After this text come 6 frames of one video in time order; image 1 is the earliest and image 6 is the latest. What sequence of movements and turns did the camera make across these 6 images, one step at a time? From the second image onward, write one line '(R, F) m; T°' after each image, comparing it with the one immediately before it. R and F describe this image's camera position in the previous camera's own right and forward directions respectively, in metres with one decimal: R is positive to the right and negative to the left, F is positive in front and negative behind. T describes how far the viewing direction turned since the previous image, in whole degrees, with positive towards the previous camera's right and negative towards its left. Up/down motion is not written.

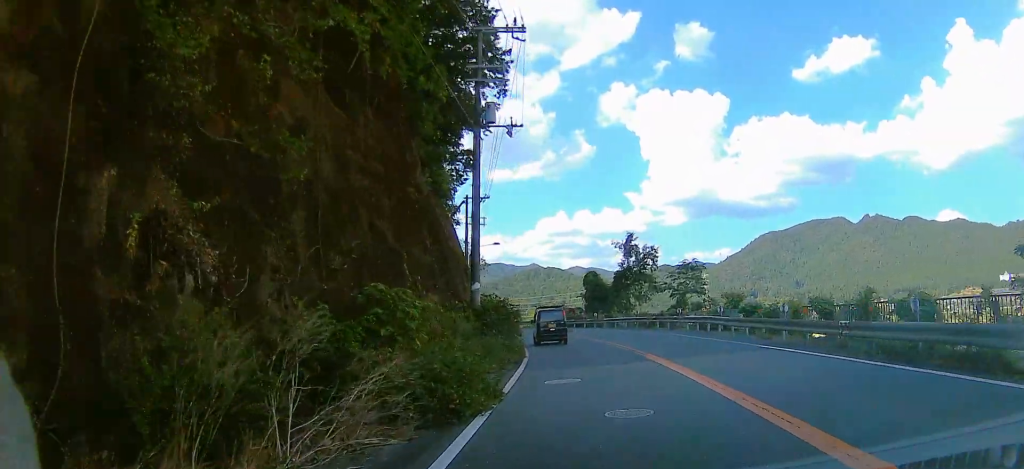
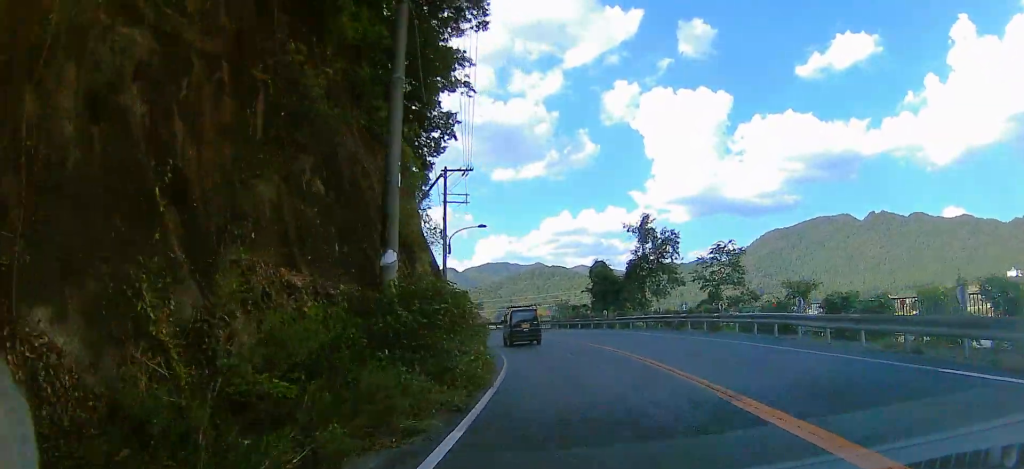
(-1.8, +9.6) m; 0°
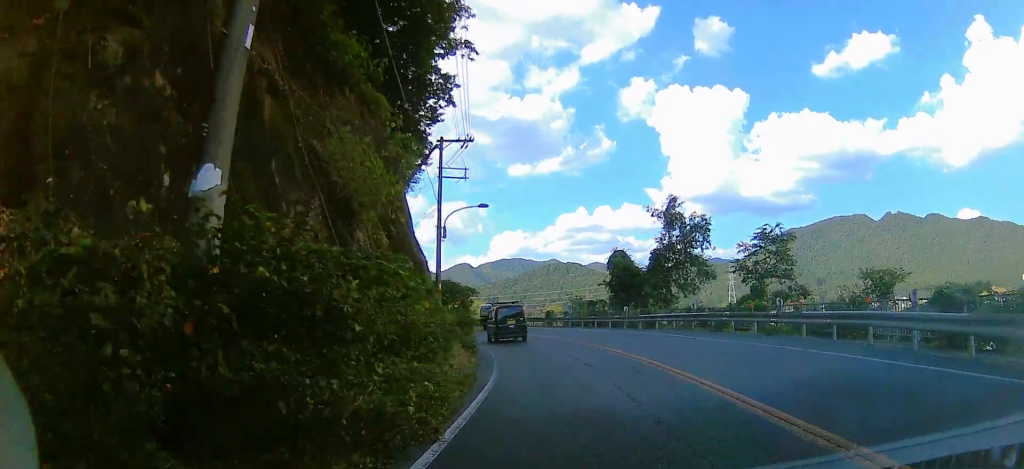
(-0.1, +5.9) m; +1°
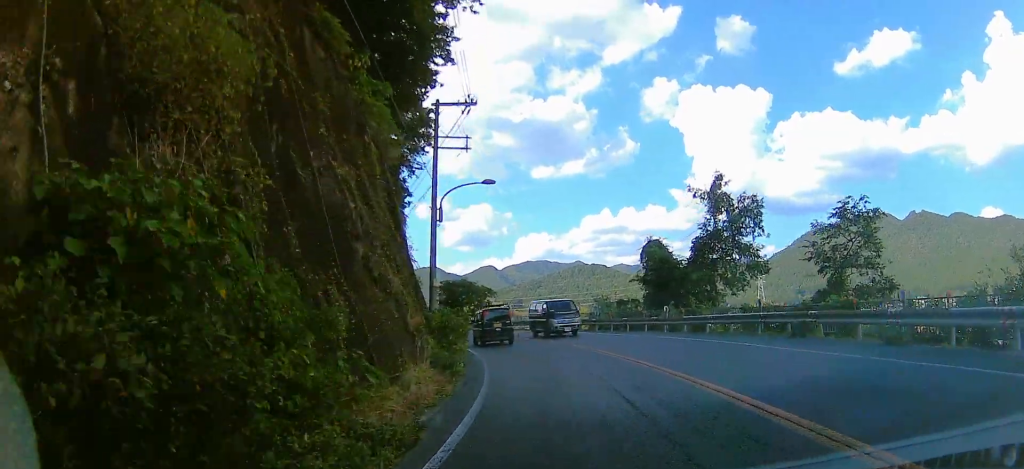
(+1.1, +6.8) m; +3°
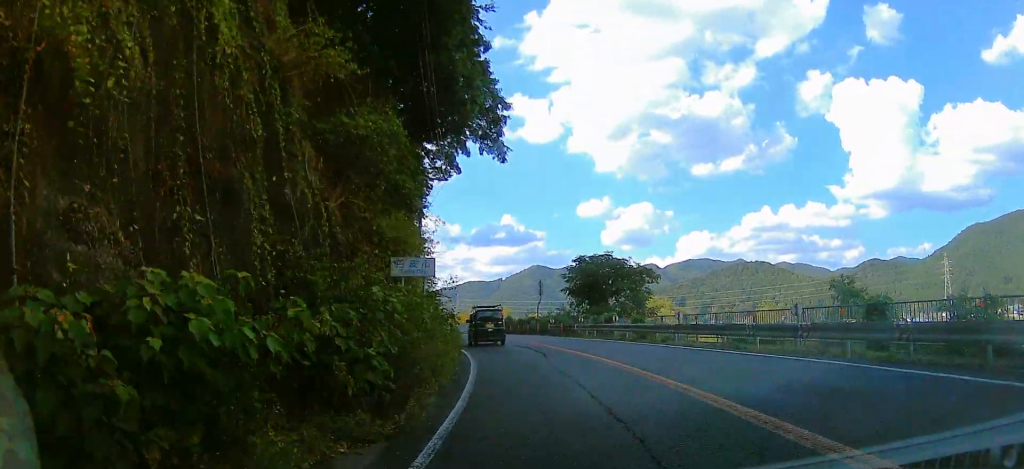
(-3.4, +28.7) m; -20°
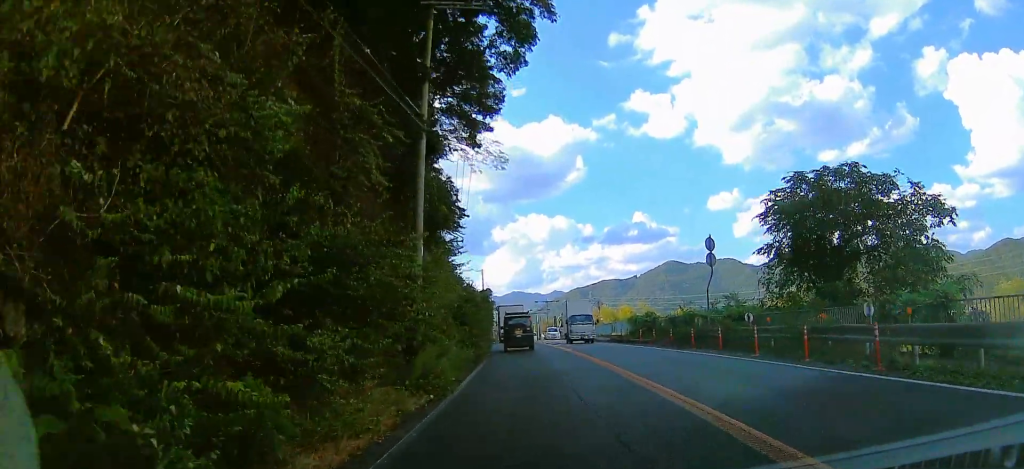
(-2.7, +25.2) m; -12°
